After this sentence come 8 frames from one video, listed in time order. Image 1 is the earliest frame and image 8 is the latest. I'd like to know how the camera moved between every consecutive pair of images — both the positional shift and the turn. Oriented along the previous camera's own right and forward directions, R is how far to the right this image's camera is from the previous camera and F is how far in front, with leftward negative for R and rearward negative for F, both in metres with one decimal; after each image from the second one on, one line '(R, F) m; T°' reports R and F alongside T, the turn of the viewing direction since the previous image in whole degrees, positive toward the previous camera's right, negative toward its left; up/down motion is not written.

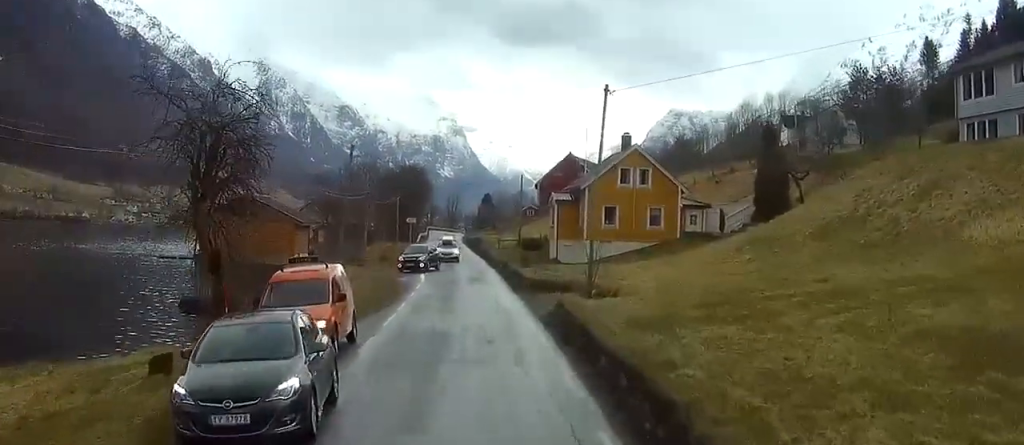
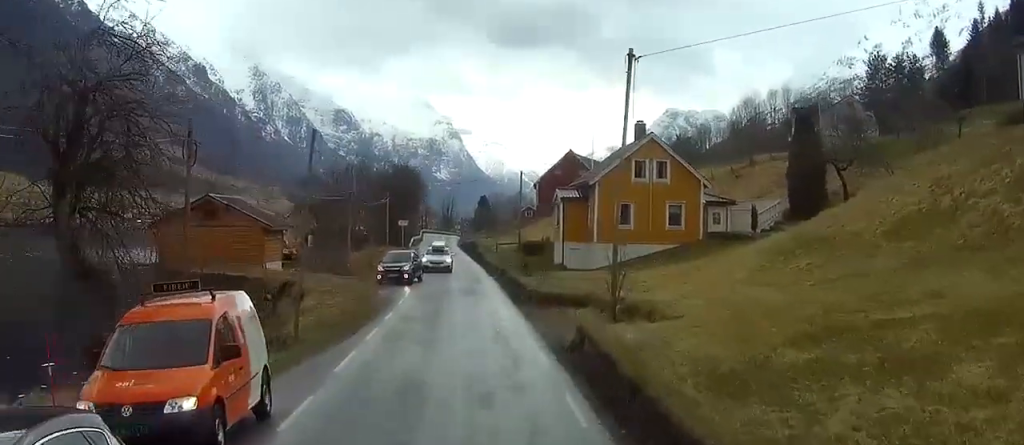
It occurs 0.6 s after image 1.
(+0.1, +8.9) m; +1°
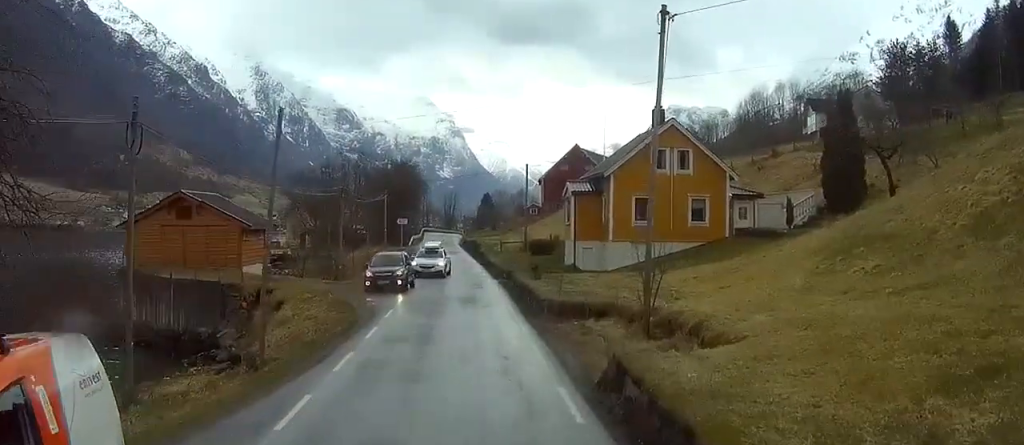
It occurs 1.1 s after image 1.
(0.0, +6.4) m; 0°
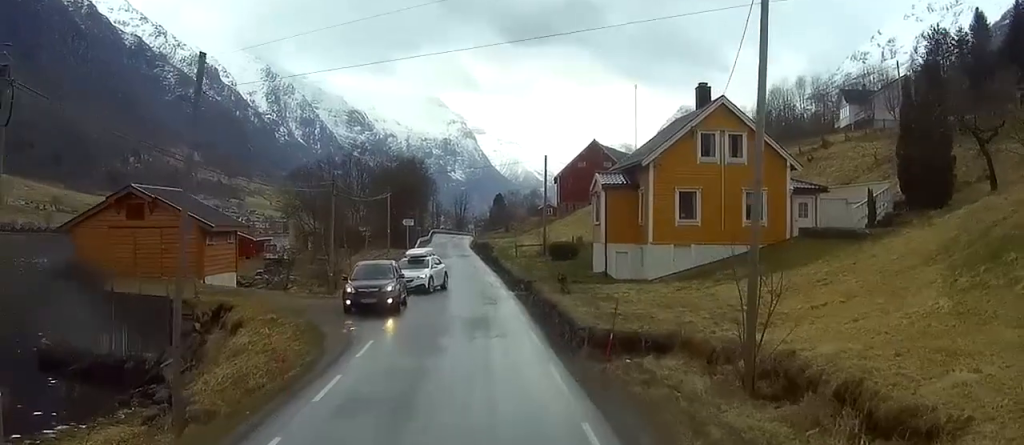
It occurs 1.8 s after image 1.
(+0.1, +9.8) m; +1°
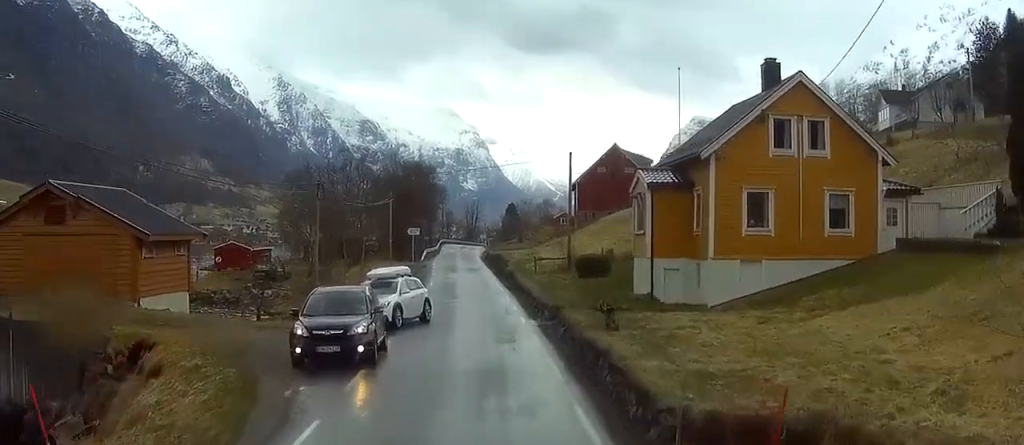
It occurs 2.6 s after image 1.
(+0.1, +10.2) m; +1°
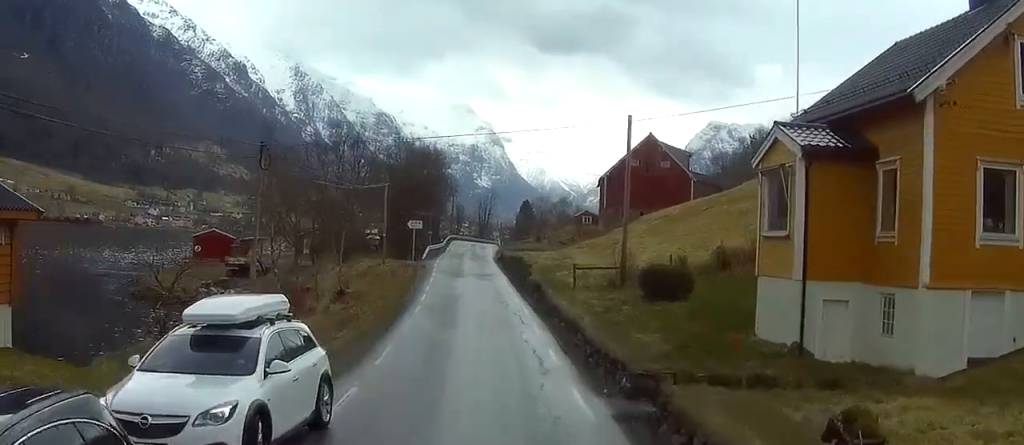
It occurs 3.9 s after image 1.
(+0.2, +16.2) m; -2°
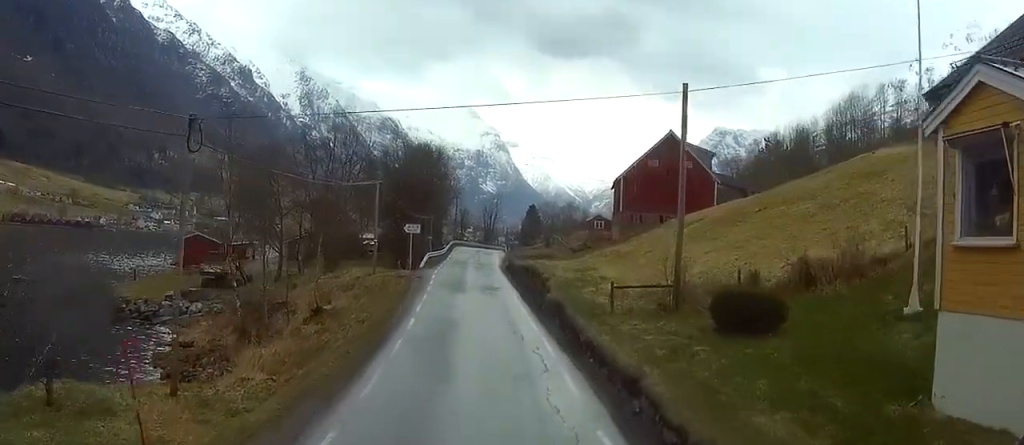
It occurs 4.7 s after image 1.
(-0.4, +9.1) m; -1°
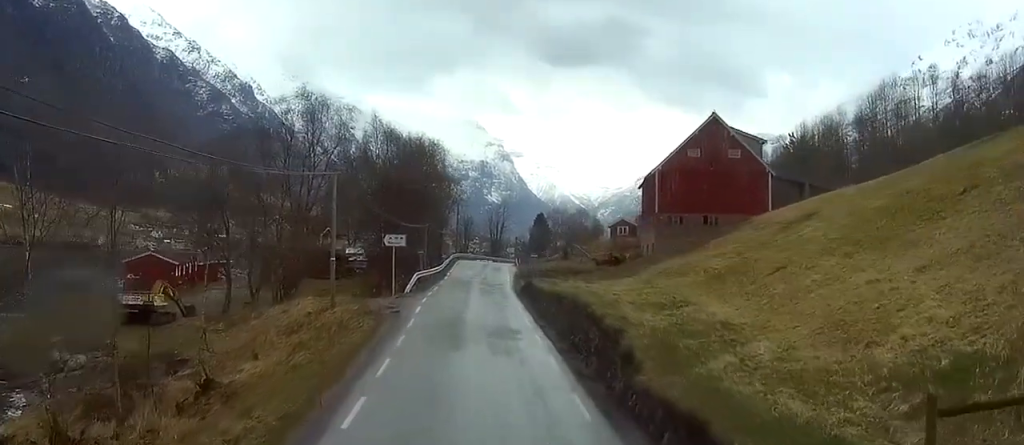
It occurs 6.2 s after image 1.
(+0.7, +18.1) m; +5°
